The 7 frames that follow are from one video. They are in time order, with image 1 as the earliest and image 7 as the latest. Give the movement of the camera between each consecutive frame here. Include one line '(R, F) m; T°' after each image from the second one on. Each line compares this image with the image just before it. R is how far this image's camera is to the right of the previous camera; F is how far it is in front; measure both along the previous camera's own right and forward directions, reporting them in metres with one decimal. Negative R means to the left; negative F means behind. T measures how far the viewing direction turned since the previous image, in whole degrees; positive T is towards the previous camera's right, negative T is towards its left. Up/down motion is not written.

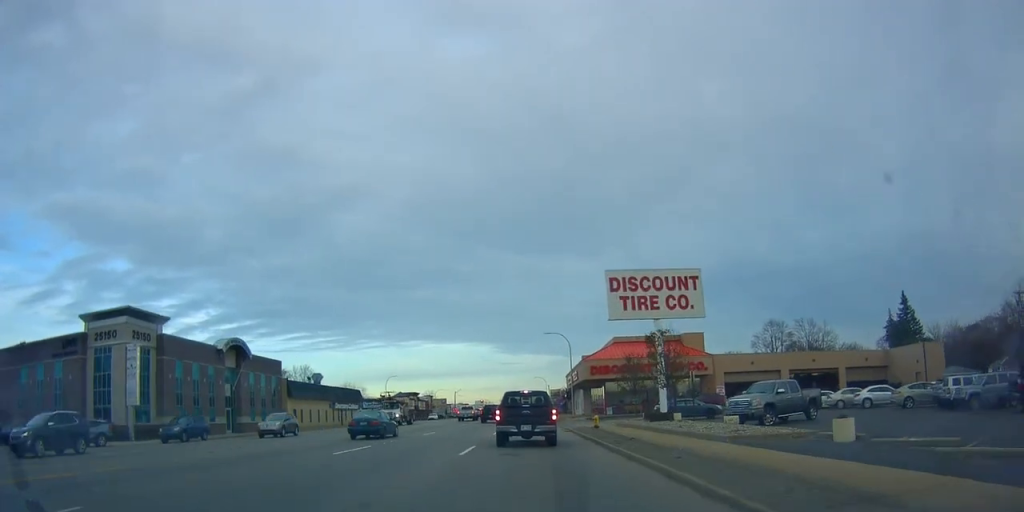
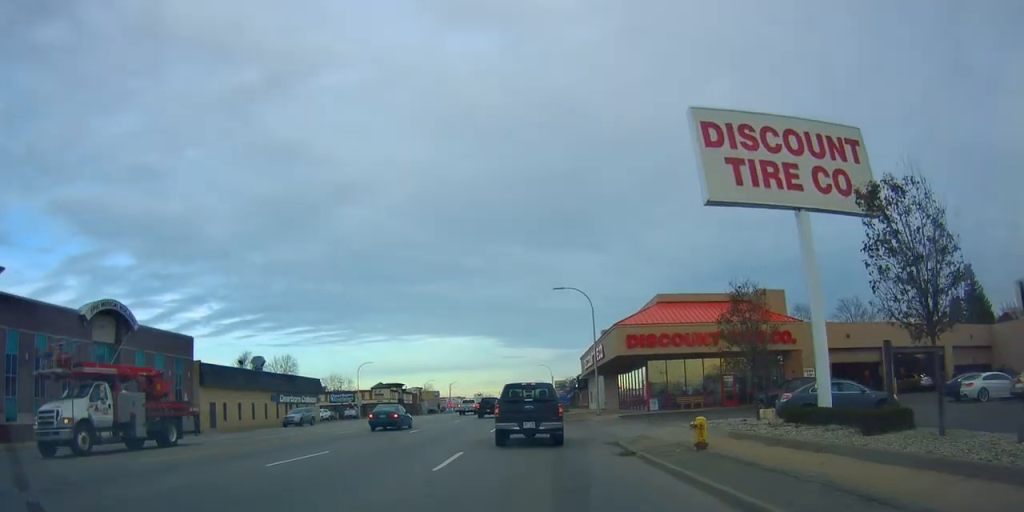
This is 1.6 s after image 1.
(-0.2, +21.5) m; 0°
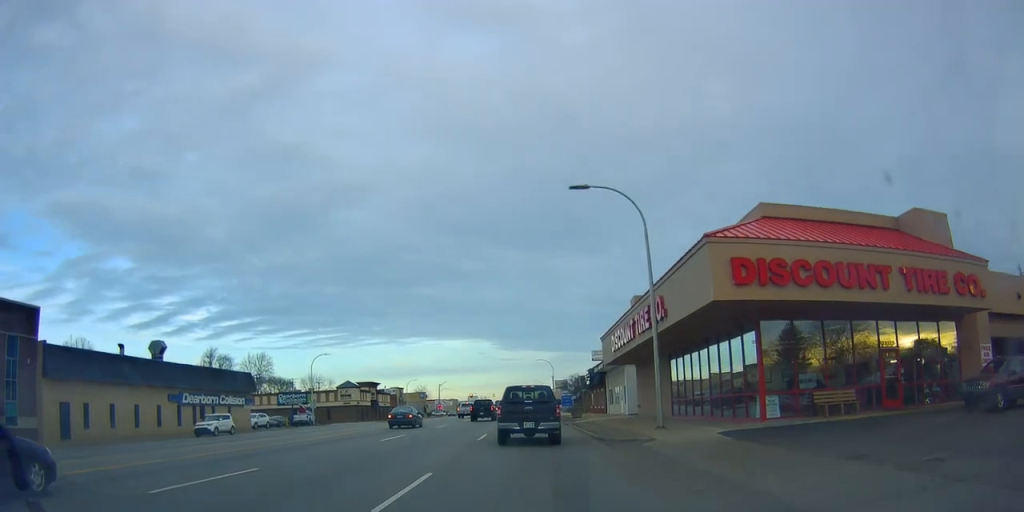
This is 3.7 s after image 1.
(-0.5, +23.1) m; -2°
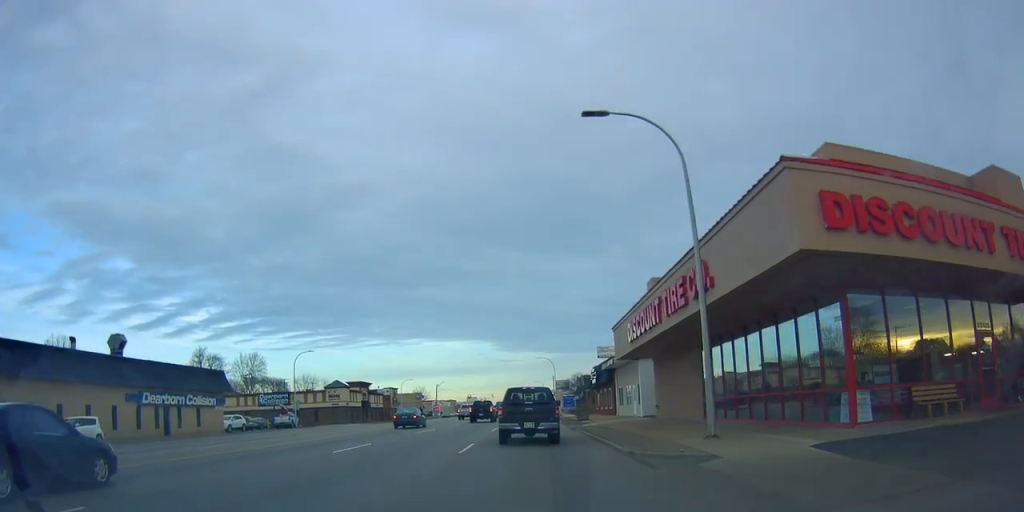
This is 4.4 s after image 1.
(-0.1, +6.6) m; +2°
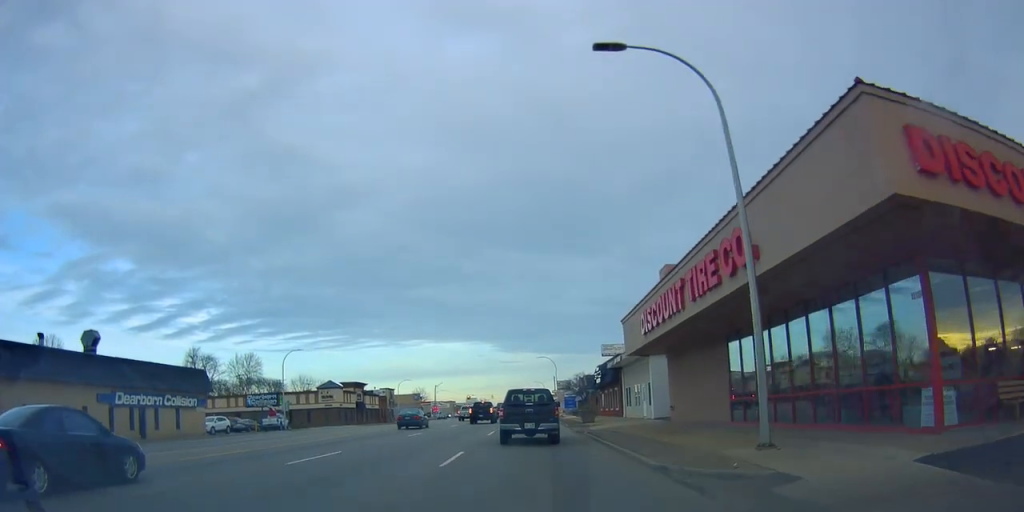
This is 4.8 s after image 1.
(+0.2, +3.7) m; 0°
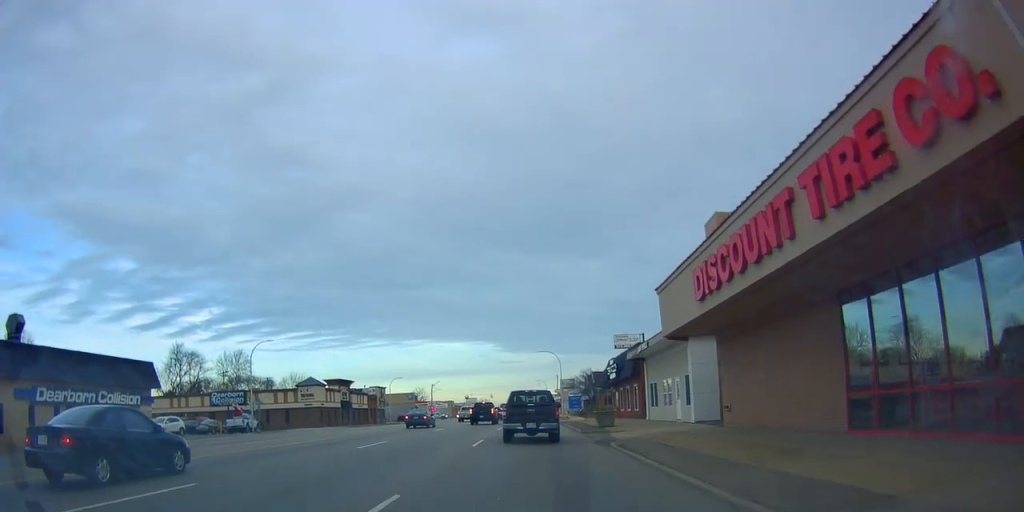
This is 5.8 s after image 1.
(0.0, +8.9) m; +2°
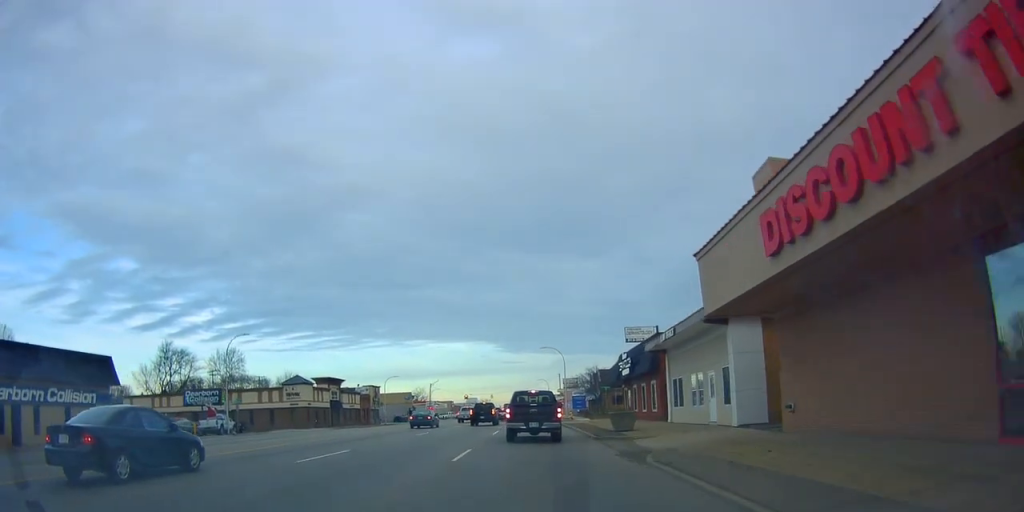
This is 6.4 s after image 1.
(-0.3, +5.4) m; +2°
